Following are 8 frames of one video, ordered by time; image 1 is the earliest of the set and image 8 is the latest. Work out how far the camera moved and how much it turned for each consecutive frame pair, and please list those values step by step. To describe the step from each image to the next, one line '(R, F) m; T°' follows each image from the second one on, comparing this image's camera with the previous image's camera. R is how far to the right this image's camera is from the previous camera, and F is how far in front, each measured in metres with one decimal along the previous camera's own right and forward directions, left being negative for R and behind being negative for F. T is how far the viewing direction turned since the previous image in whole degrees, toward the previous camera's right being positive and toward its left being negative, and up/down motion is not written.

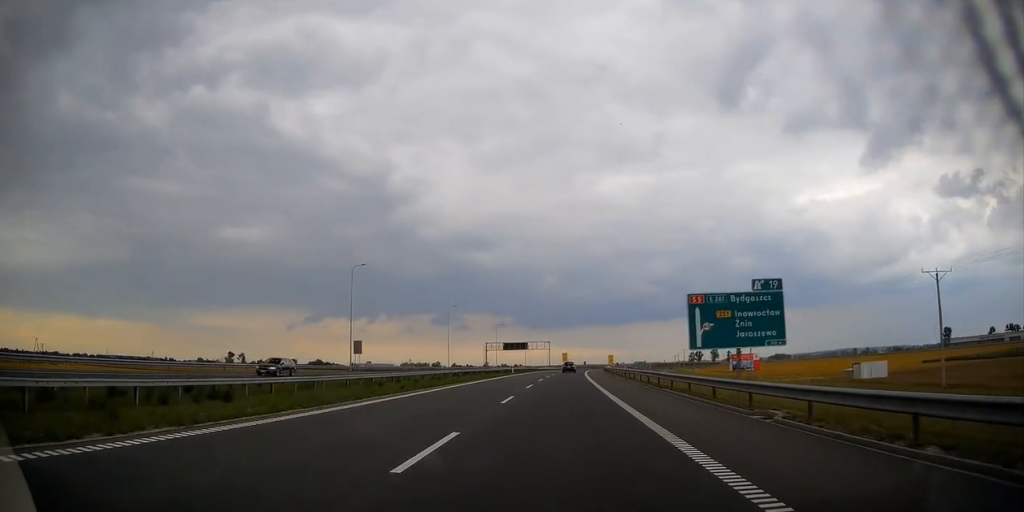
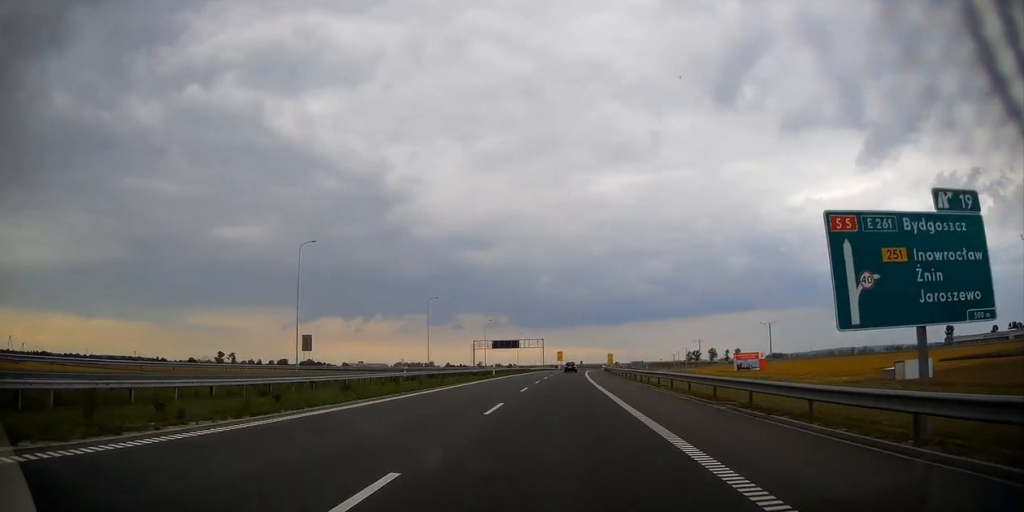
(+0.2, +16.2) m; 0°
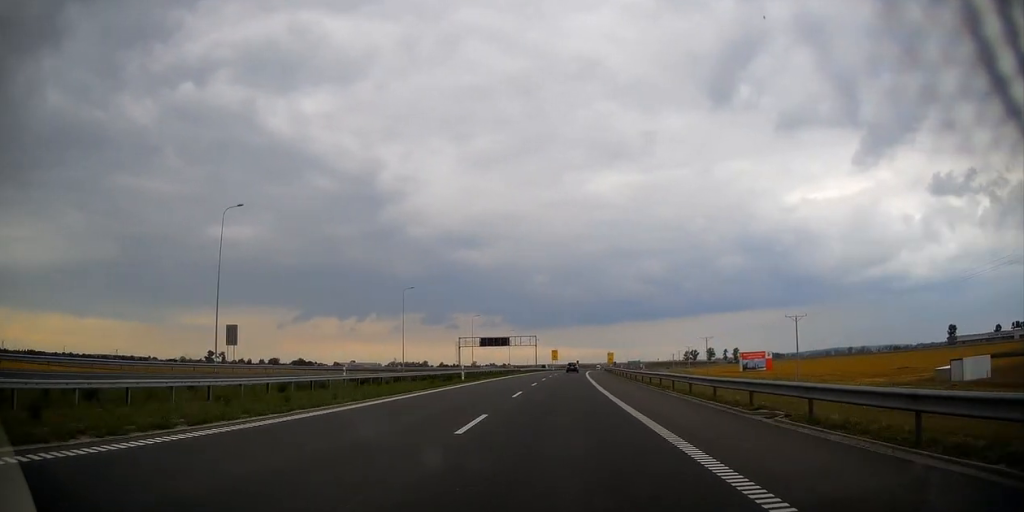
(+0.1, +16.1) m; 0°
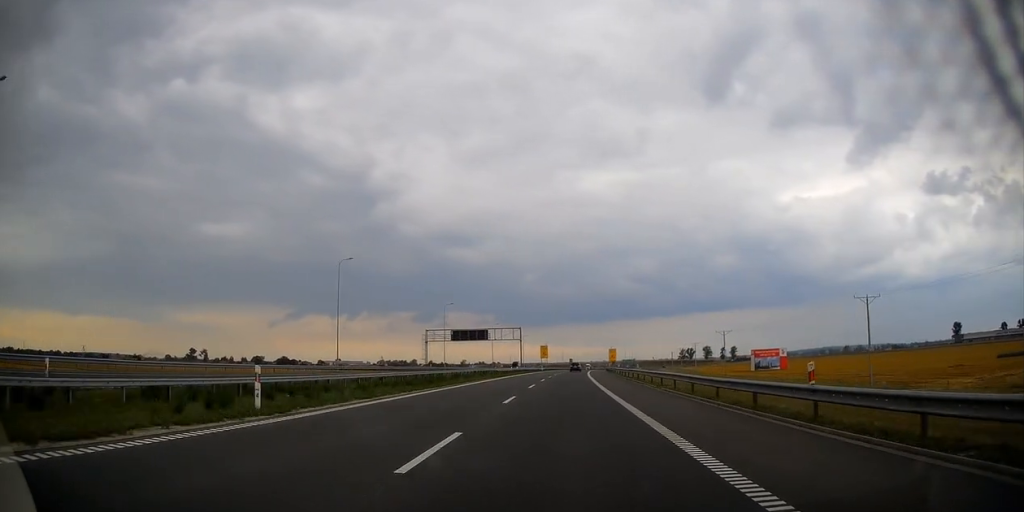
(+0.1, +28.1) m; +1°
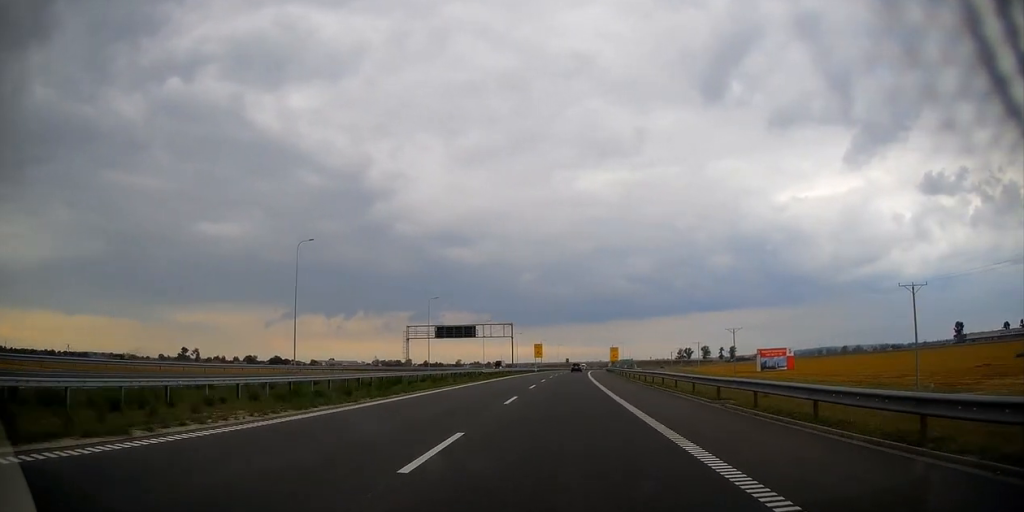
(+0.1, +12.0) m; 0°
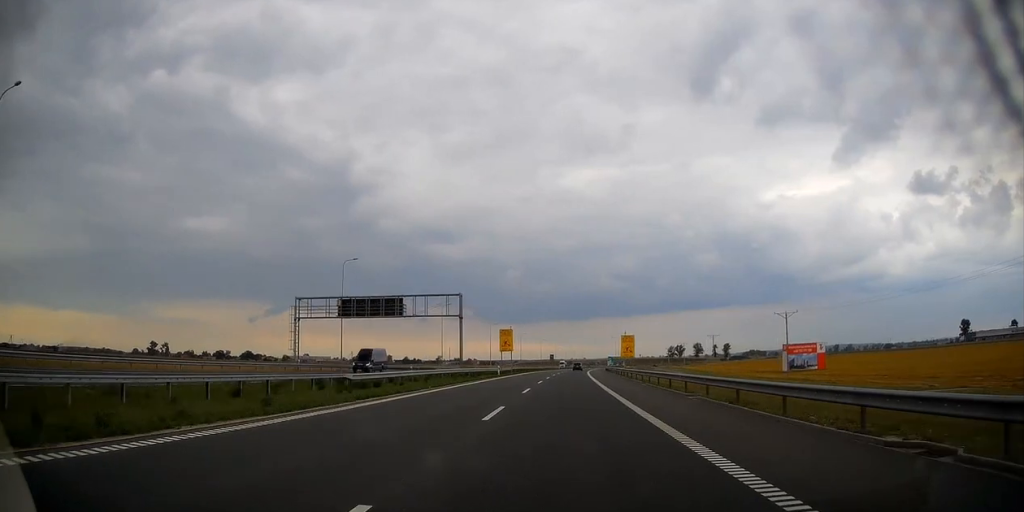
(+0.3, +41.7) m; +1°
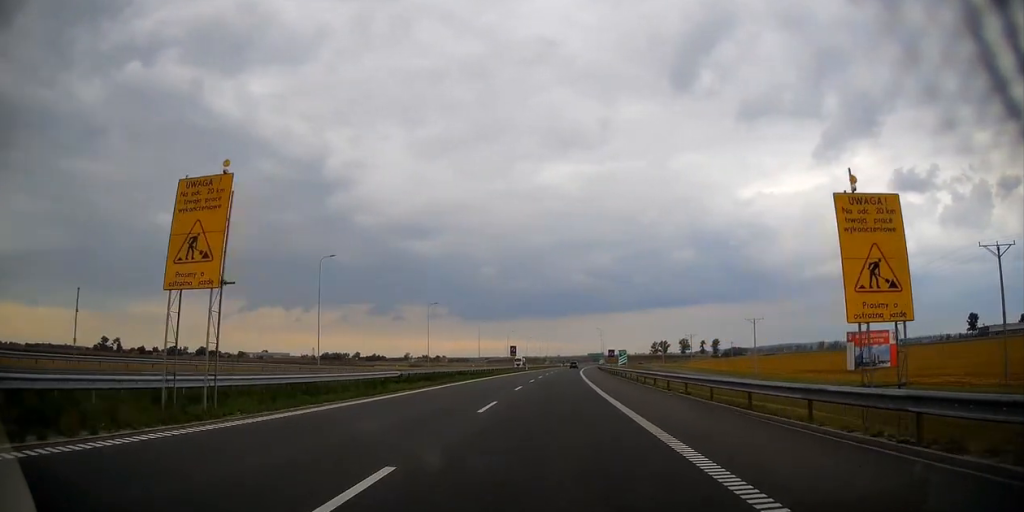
(+1.0, +58.8) m; +2°
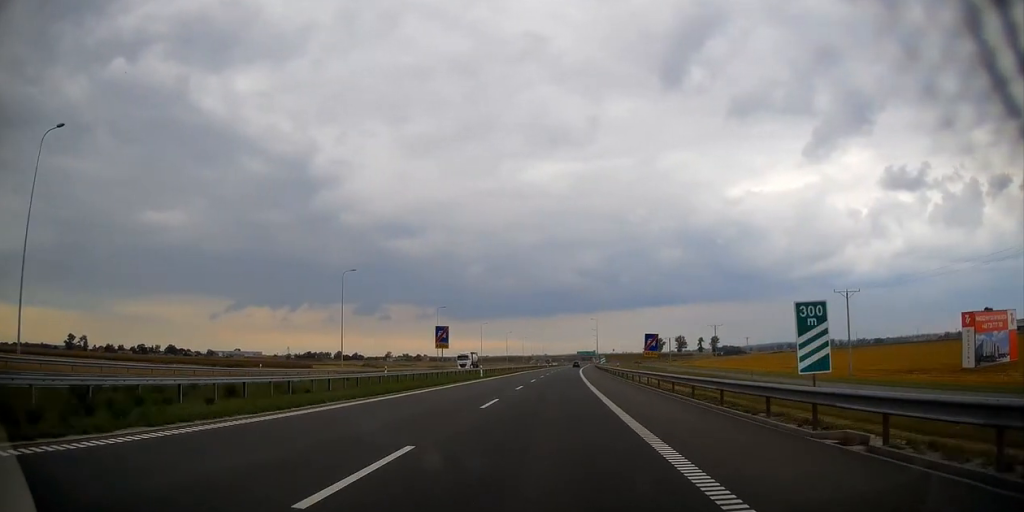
(+0.8, +46.5) m; +2°
